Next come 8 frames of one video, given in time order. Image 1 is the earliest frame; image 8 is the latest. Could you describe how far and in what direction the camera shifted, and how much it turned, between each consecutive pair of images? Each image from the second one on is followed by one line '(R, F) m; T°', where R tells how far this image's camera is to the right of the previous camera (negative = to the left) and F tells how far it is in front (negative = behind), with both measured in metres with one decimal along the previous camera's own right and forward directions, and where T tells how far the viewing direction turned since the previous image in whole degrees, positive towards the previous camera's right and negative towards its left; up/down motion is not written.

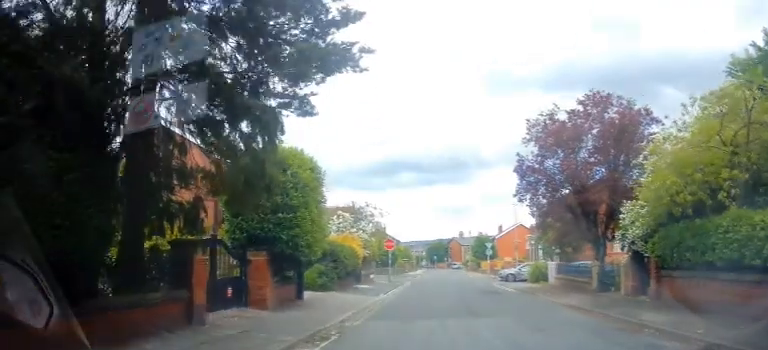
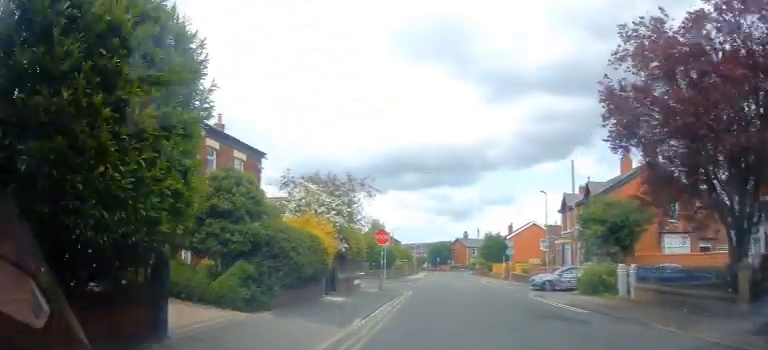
(+0.3, +9.7) m; +1°
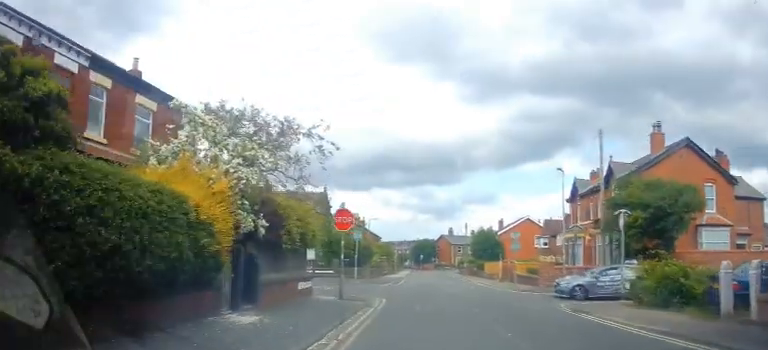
(-0.1, +8.1) m; +2°
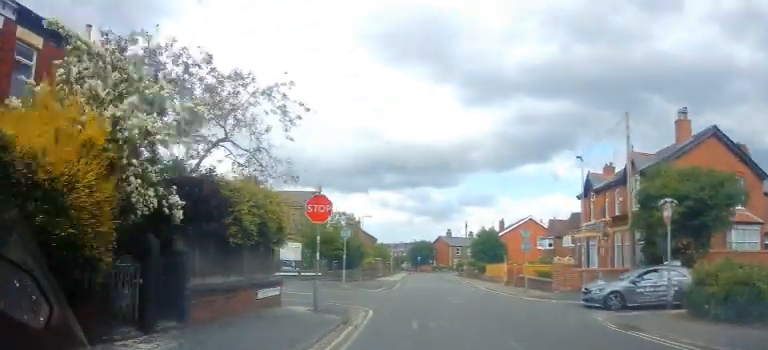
(+0.1, +3.6) m; +1°
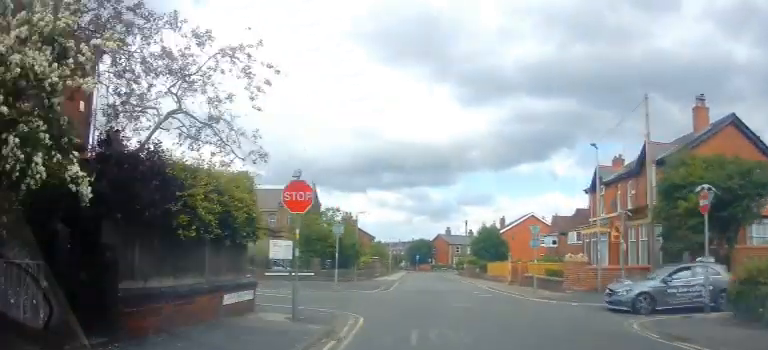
(+0.2, +2.3) m; +1°
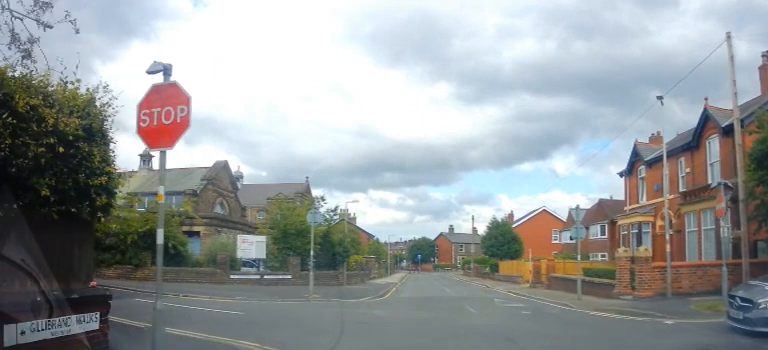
(-0.3, +6.4) m; -4°
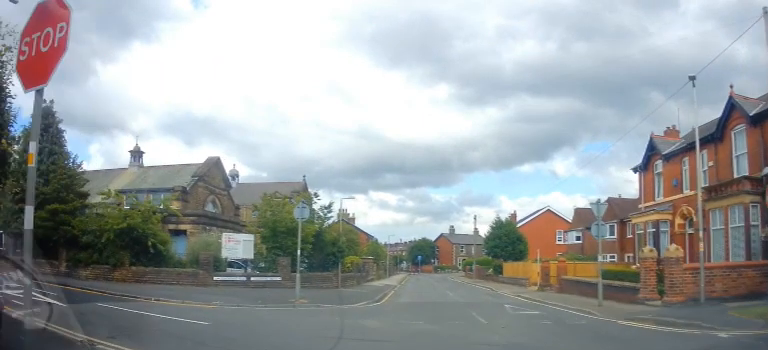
(-0.2, +2.7) m; +5°
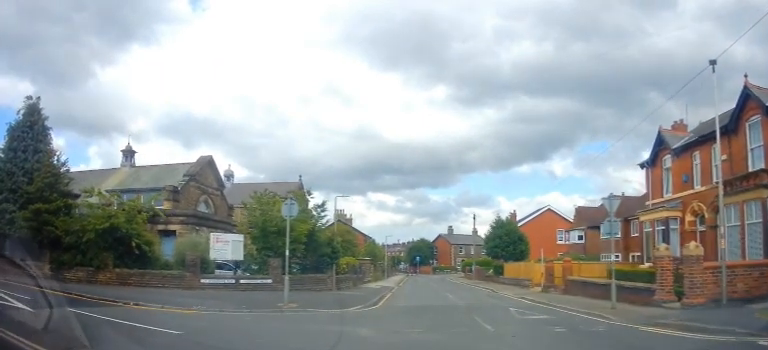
(+0.5, +1.8) m; 0°
